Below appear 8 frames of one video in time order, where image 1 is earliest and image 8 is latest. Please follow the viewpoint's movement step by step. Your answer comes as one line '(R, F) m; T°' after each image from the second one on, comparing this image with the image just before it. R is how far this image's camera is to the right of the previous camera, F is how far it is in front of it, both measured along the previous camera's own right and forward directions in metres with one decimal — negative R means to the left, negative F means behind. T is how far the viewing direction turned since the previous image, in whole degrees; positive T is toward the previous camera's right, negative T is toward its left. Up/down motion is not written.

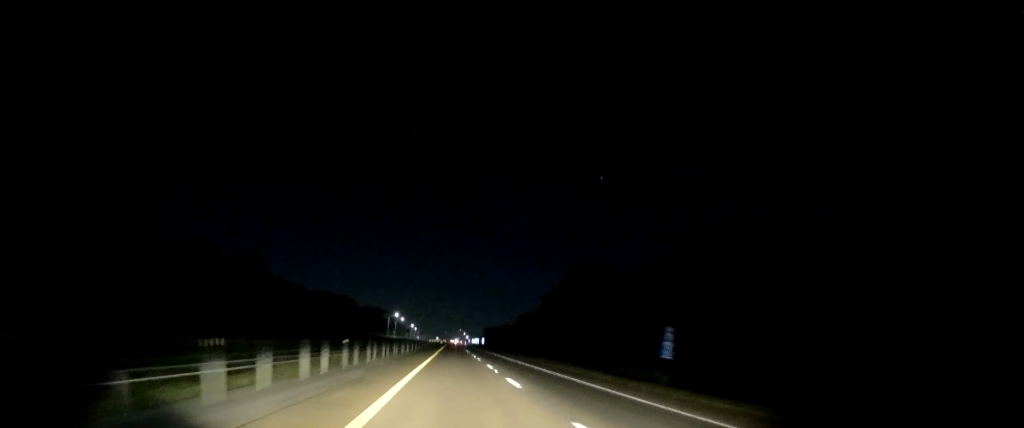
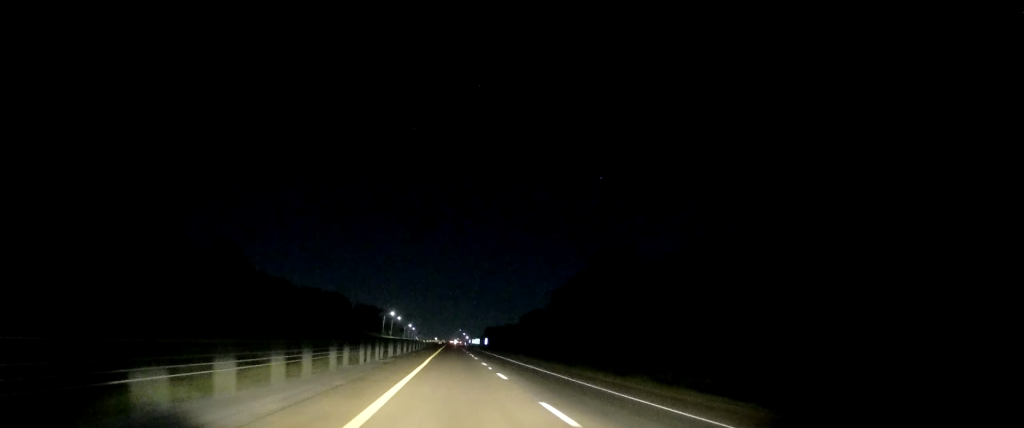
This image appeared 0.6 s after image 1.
(0.0, +20.6) m; 0°
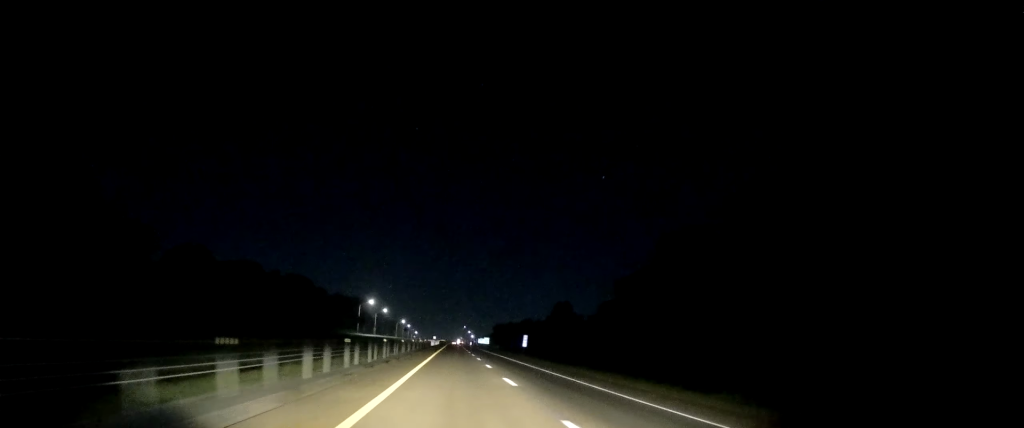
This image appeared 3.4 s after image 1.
(0.0, +89.3) m; 0°
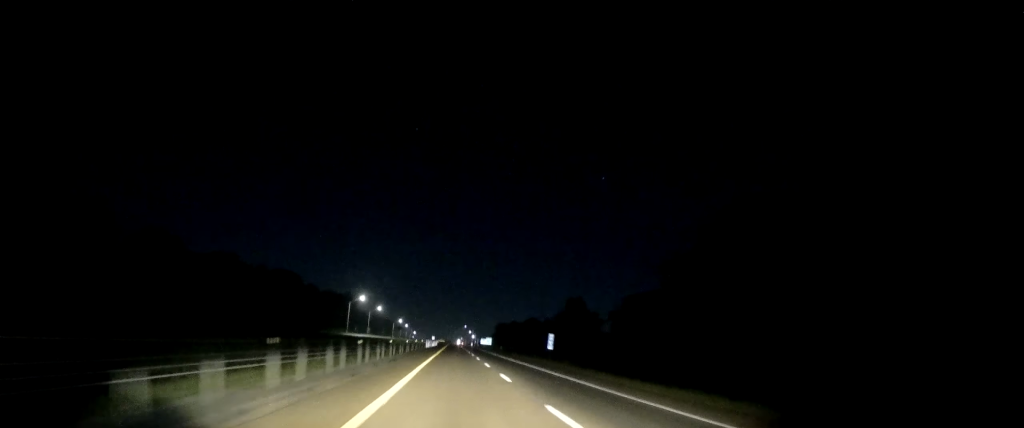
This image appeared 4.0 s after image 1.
(0.0, +21.8) m; 0°
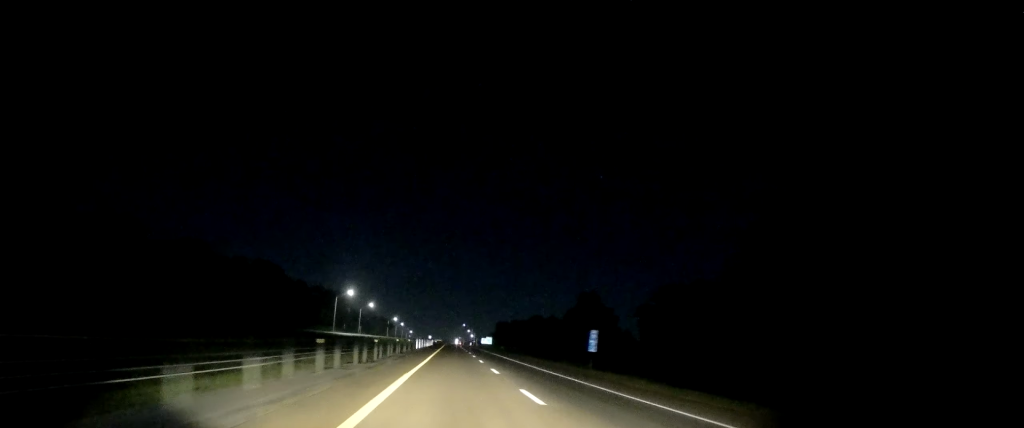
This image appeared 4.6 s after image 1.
(0.0, +19.6) m; 0°
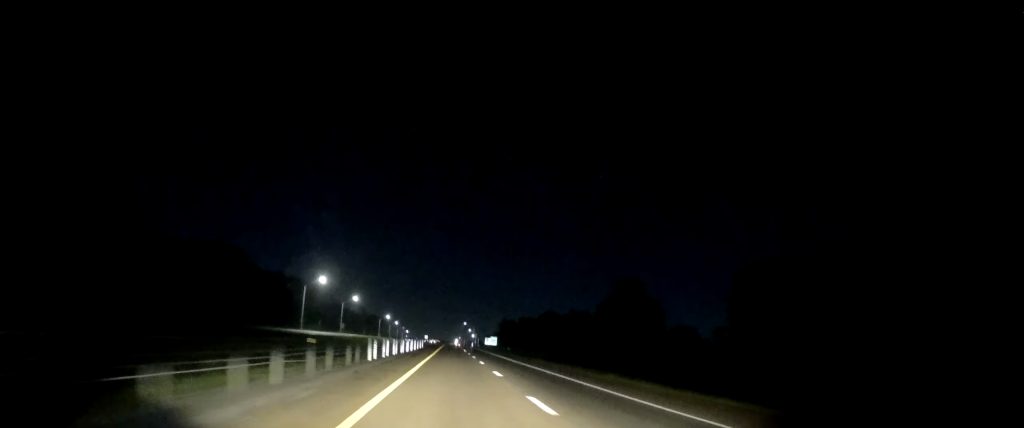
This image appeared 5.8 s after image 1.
(0.0, +38.2) m; 0°
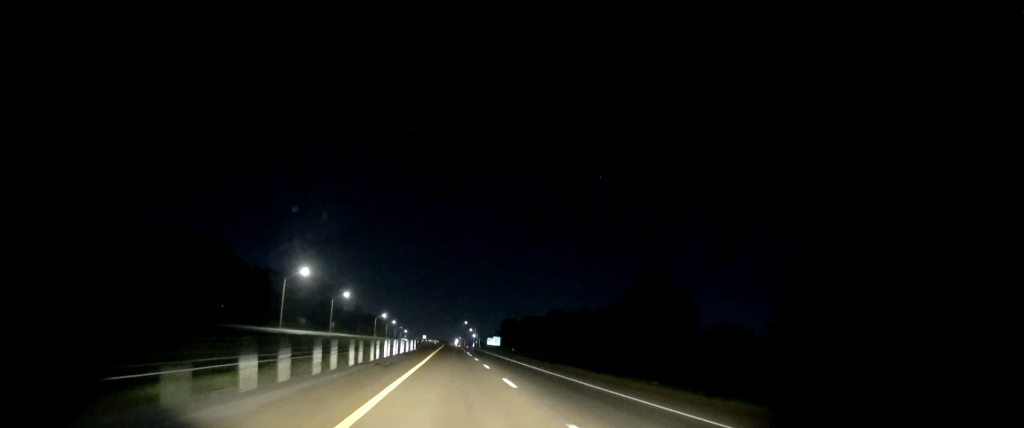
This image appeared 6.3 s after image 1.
(-0.1, +17.6) m; 0°
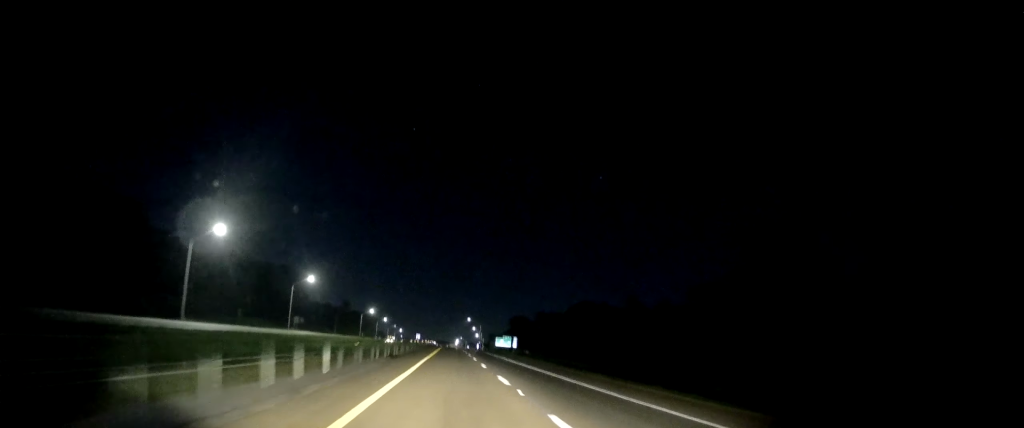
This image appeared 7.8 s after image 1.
(+0.1, +47.5) m; 0°
